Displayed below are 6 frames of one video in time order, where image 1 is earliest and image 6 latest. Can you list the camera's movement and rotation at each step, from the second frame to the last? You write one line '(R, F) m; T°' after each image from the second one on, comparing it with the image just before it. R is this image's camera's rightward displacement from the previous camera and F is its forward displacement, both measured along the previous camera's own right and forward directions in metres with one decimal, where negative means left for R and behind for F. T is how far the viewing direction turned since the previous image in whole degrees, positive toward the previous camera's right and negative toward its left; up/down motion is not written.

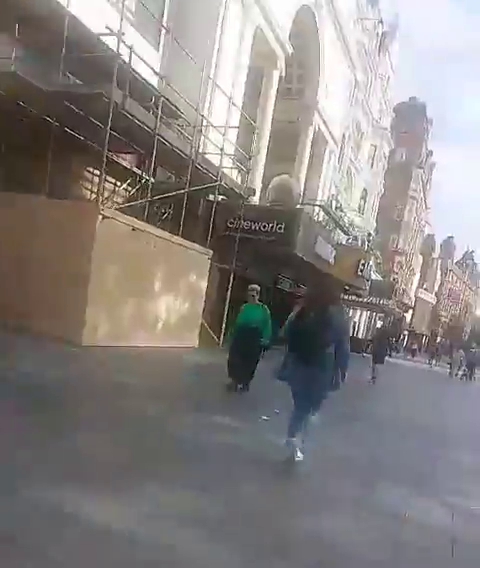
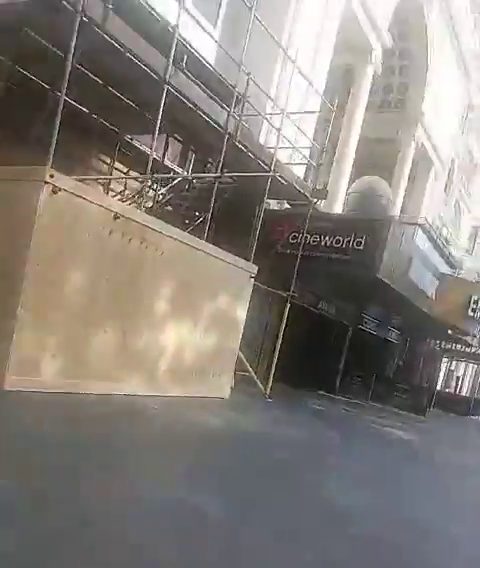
(-0.1, +4.1) m; 0°
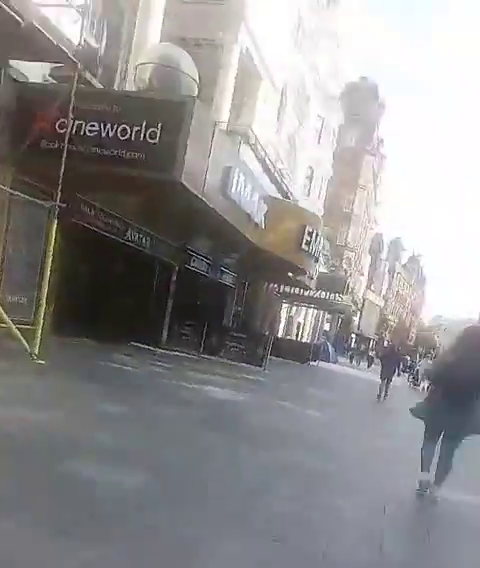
(+0.1, +2.7) m; +4°
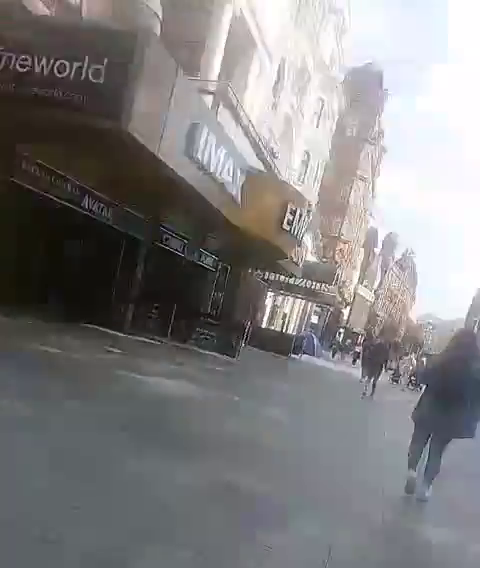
(0.0, +1.2) m; +3°
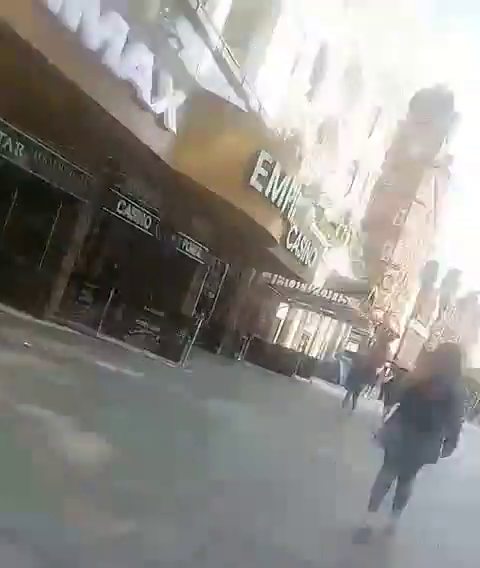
(+0.5, +4.1) m; +14°
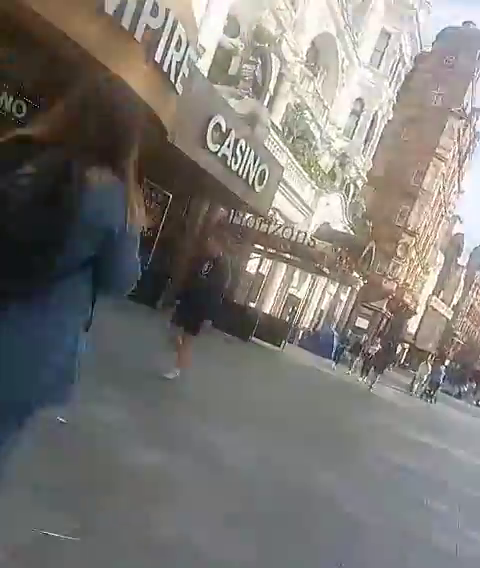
(+0.3, +4.3) m; -1°
